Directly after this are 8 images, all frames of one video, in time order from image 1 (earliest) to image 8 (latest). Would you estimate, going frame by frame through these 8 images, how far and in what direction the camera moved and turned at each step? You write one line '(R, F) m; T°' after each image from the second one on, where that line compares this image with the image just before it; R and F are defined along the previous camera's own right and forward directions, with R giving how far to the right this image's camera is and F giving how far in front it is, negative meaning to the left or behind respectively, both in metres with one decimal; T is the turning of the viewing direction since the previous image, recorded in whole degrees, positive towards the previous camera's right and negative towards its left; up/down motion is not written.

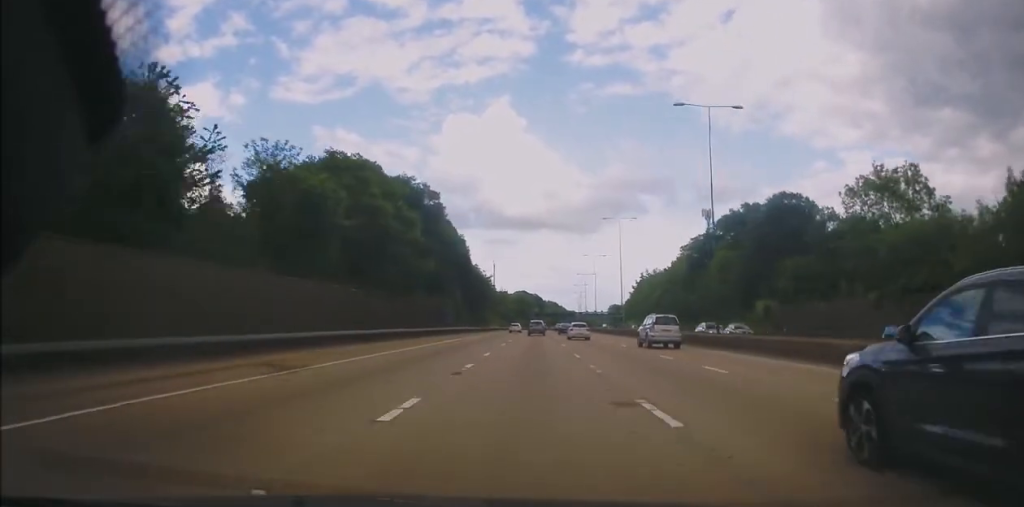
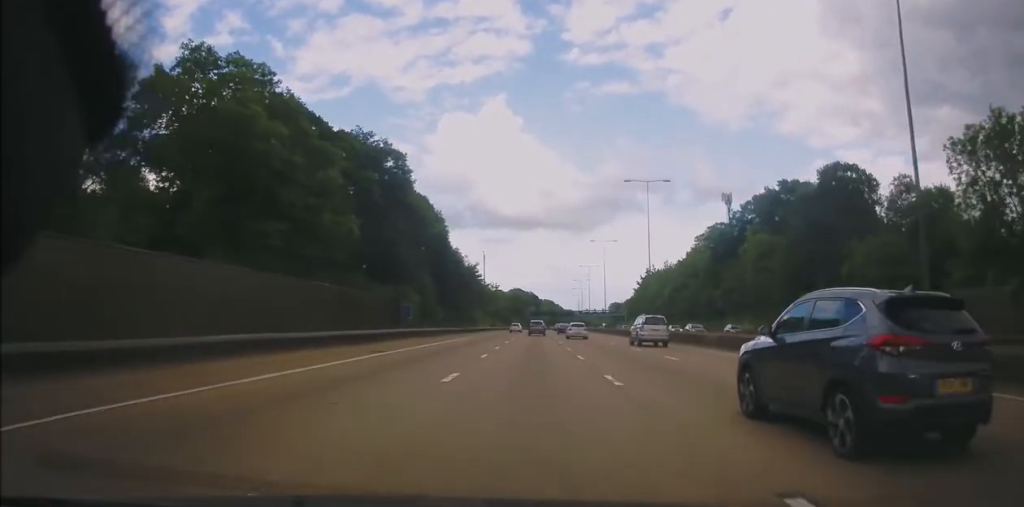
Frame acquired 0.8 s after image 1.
(+0.5, +21.1) m; 0°
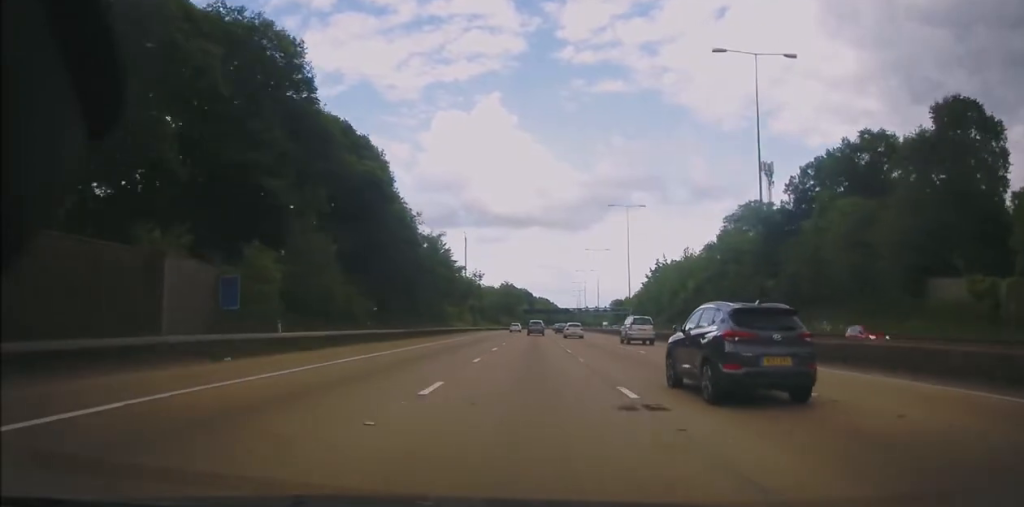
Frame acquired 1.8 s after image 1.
(-0.5, +29.3) m; 0°
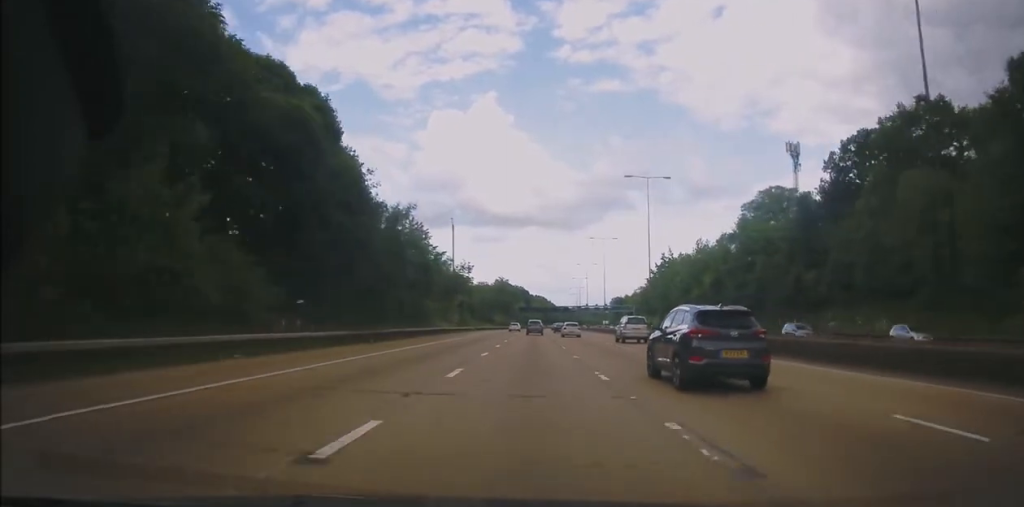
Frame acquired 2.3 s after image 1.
(+0.3, +13.9) m; +1°
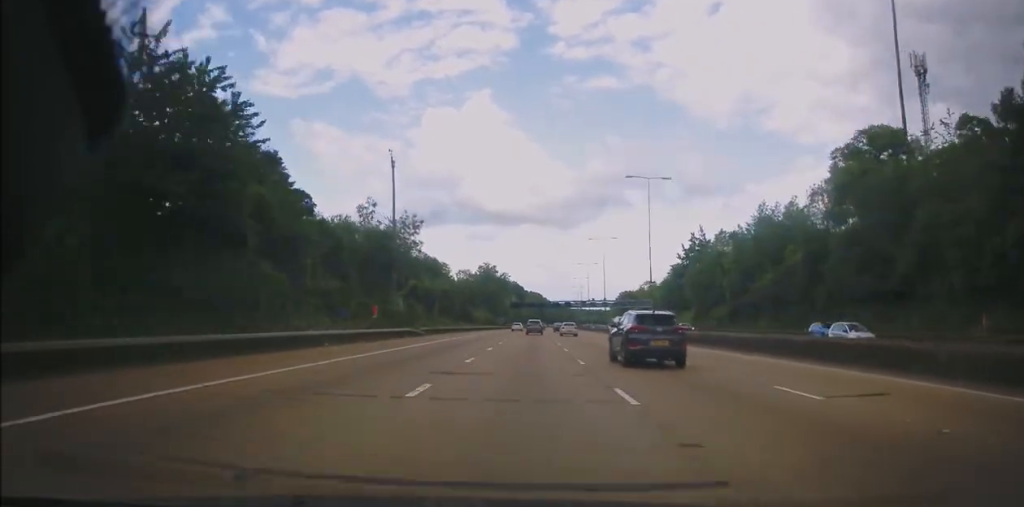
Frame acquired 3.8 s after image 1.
(+0.5, +40.8) m; 0°
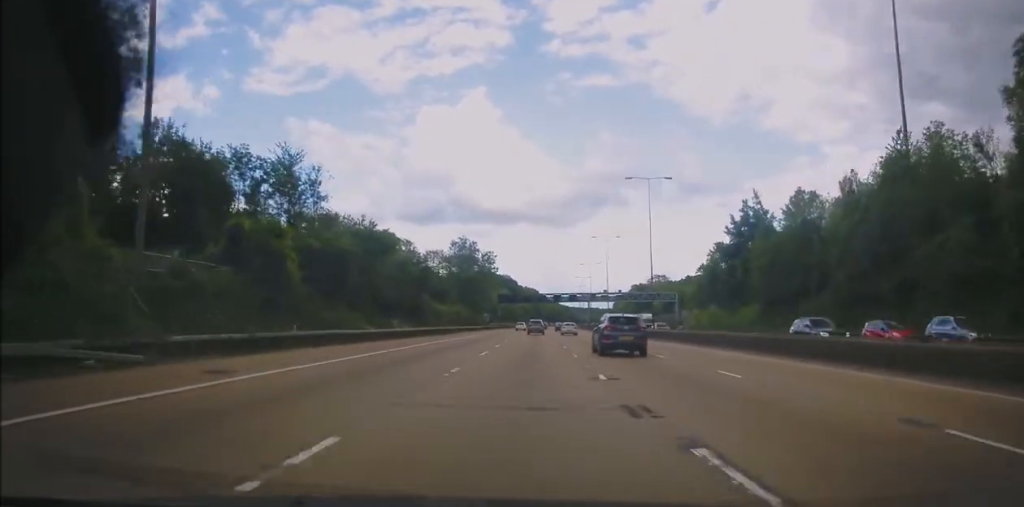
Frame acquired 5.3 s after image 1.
(-0.2, +40.7) m; 0°
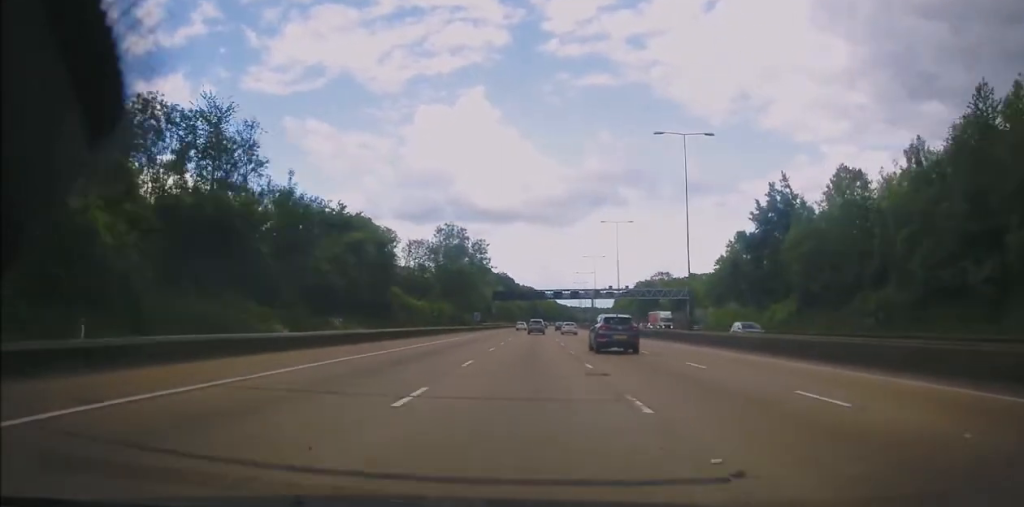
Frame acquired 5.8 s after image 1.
(0.0, +13.9) m; +1°
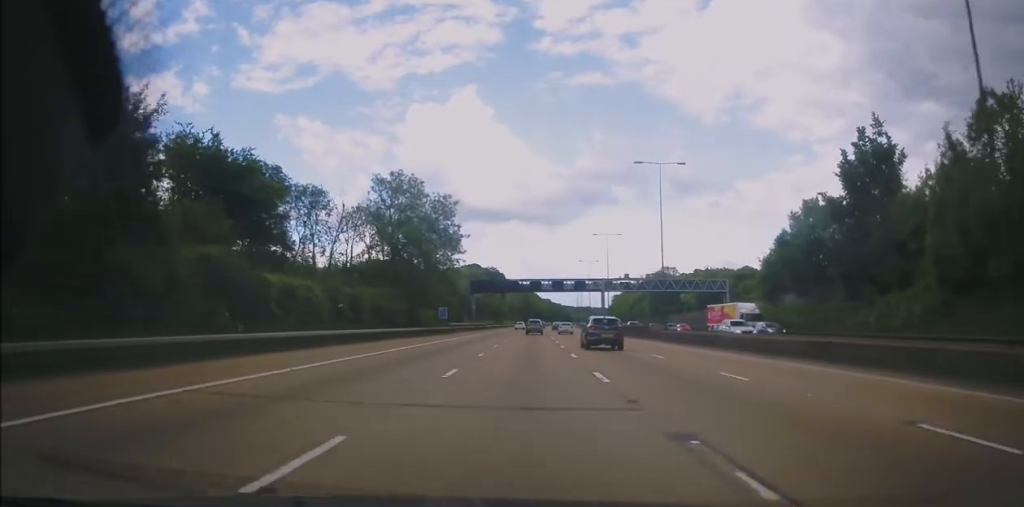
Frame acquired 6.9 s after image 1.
(+0.4, +30.9) m; +1°
